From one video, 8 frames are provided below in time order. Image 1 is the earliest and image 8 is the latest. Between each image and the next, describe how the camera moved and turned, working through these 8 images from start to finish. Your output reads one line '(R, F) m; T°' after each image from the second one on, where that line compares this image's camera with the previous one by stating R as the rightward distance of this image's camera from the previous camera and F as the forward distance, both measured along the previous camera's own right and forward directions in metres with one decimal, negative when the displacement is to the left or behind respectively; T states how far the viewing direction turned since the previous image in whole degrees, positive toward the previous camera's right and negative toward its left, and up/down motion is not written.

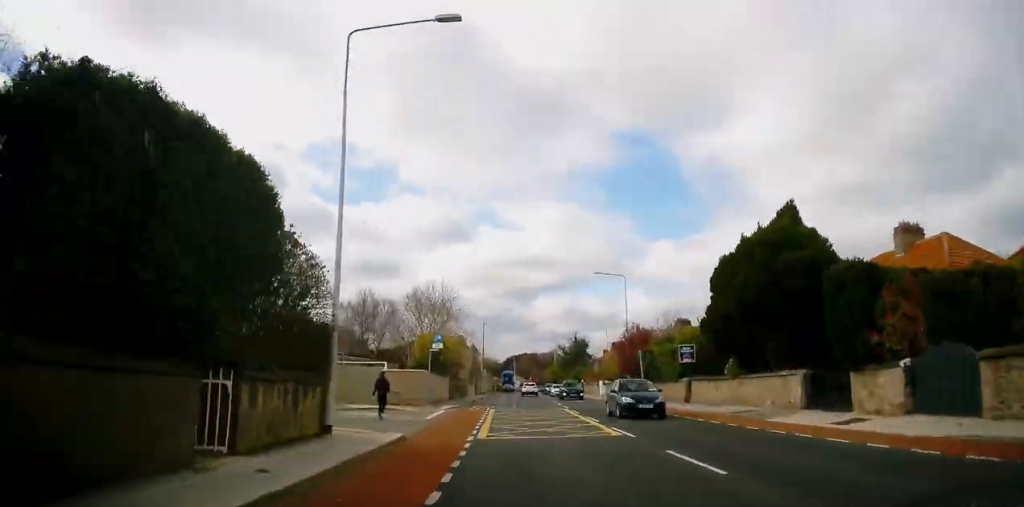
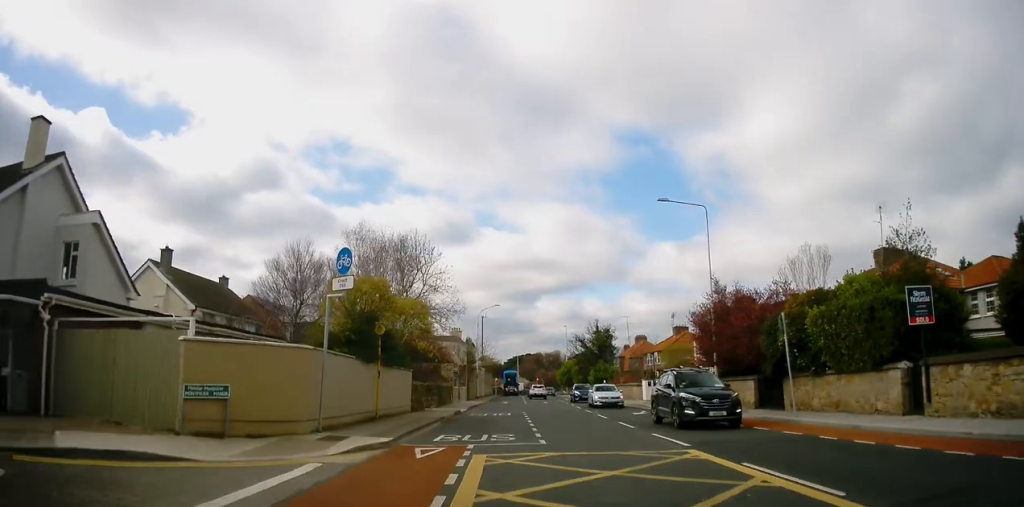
(-0.3, +20.0) m; -2°
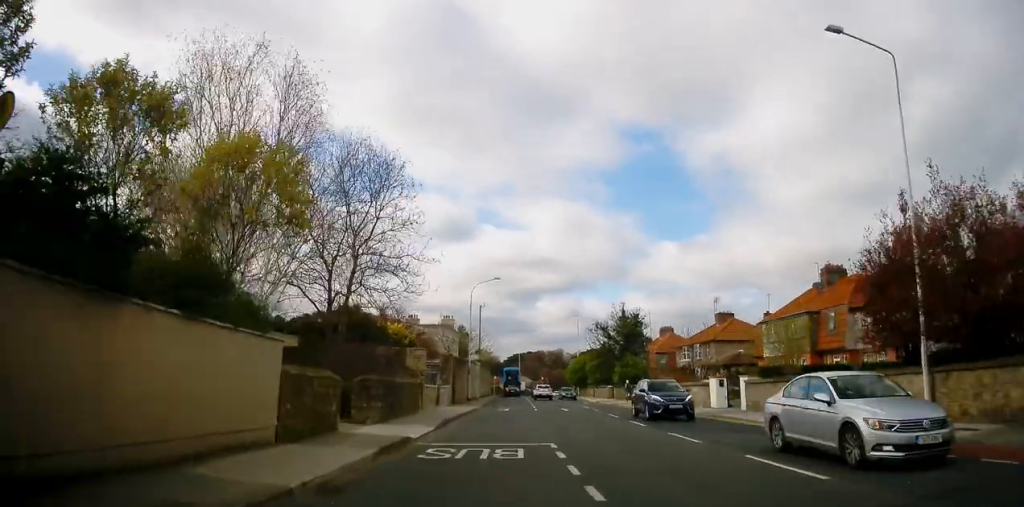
(-0.3, +16.1) m; -2°
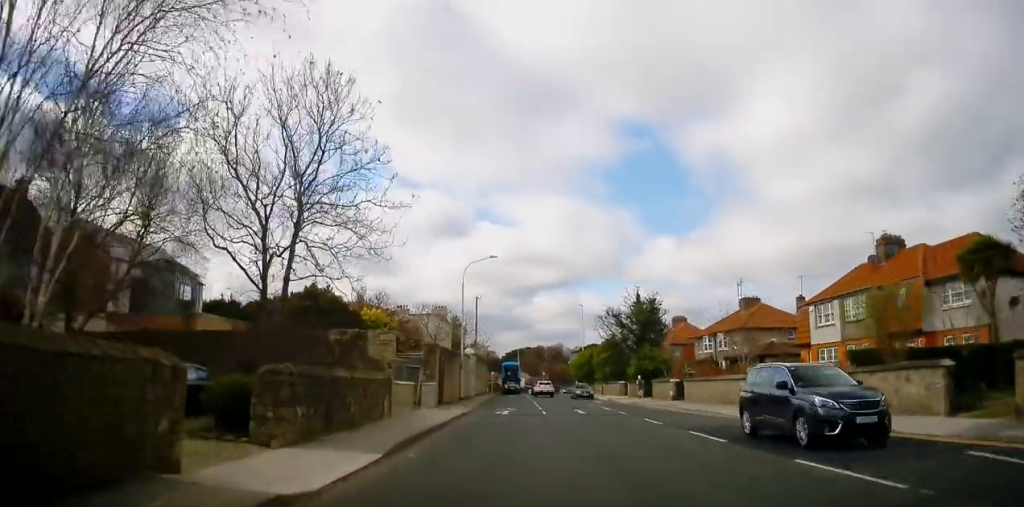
(-0.3, +7.4) m; 0°
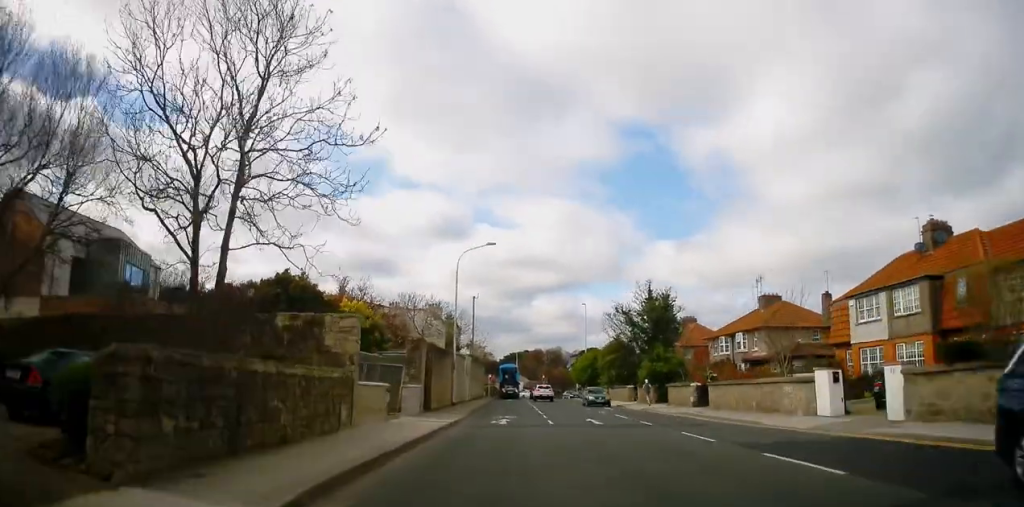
(+0.2, +4.9) m; +1°
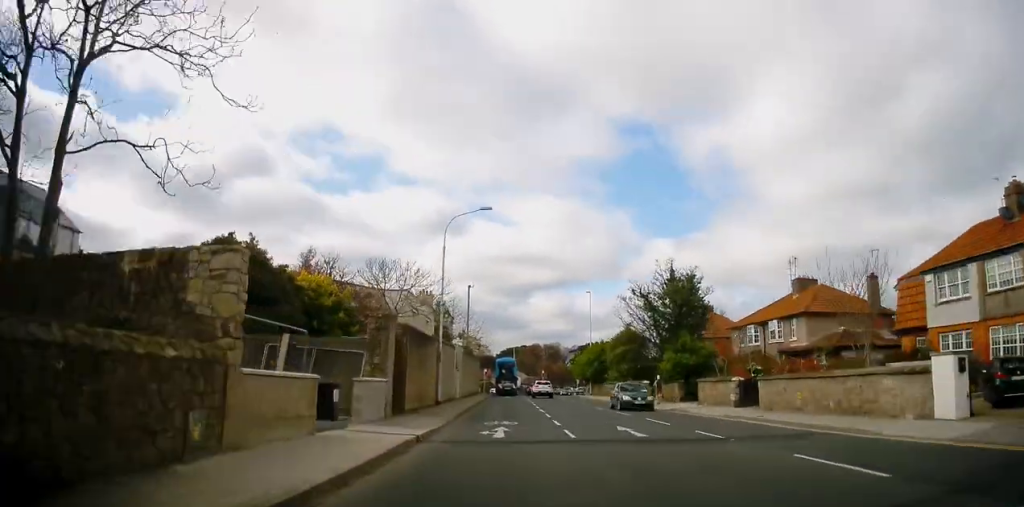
(+0.2, +7.3) m; +2°
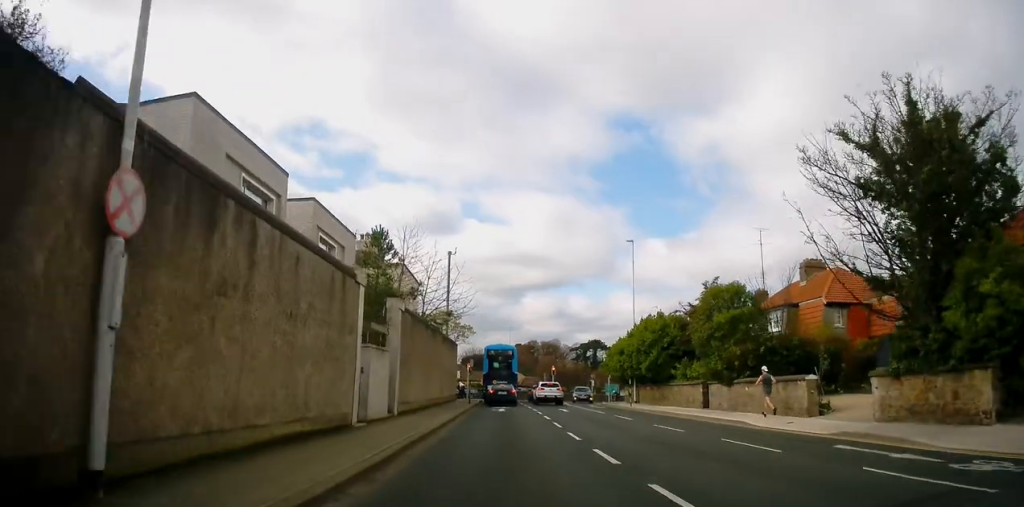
(-0.2, +27.3) m; 0°
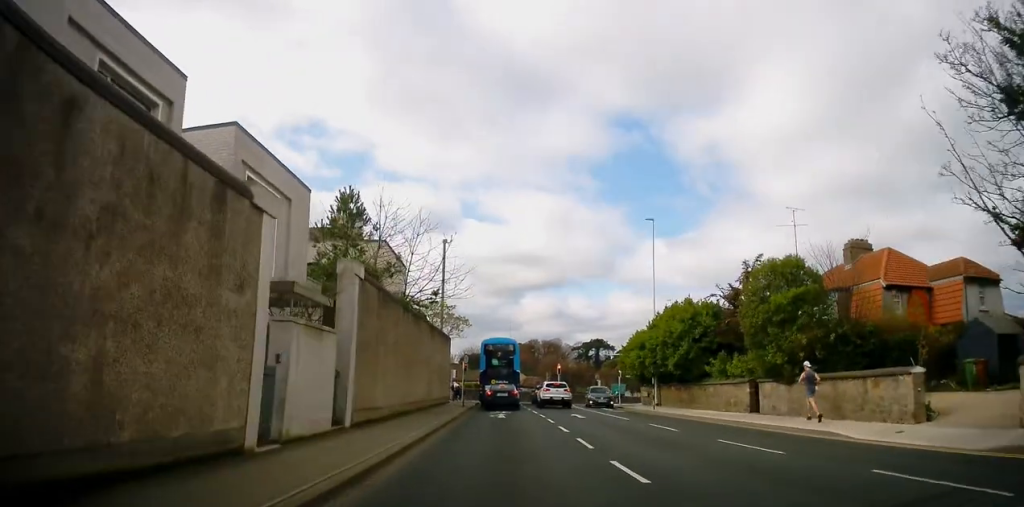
(+0.2, +6.9) m; 0°
